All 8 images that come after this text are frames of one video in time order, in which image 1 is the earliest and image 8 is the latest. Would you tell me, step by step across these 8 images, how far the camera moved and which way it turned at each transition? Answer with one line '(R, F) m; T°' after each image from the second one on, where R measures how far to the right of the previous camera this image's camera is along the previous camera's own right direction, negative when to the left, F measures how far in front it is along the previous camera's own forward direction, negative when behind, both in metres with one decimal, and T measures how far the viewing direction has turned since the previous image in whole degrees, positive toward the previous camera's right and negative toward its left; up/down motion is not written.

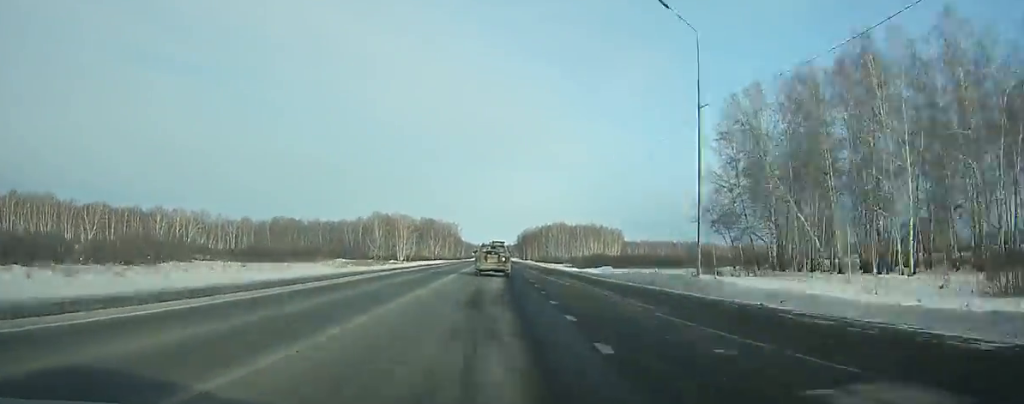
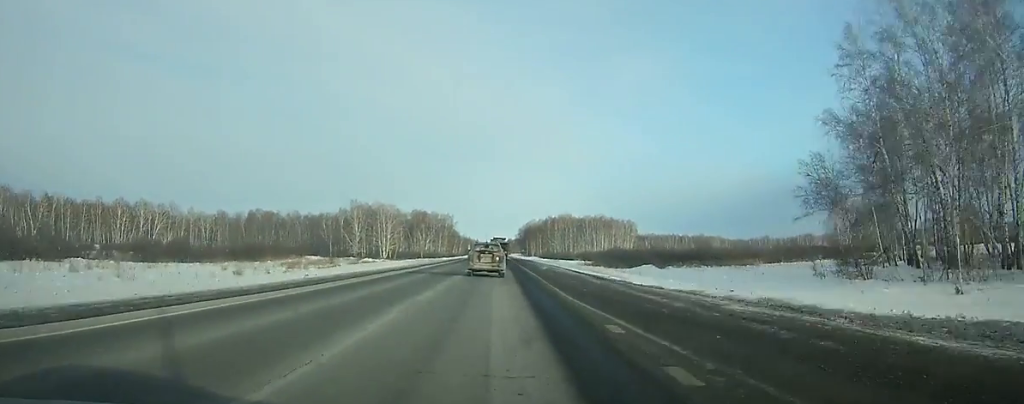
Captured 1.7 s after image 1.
(-0.1, +36.7) m; 0°
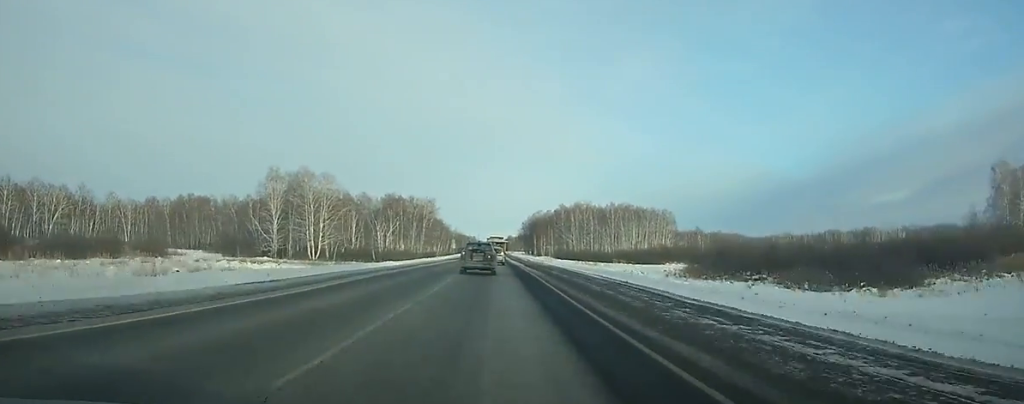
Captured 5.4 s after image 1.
(+0.2, +81.7) m; 0°
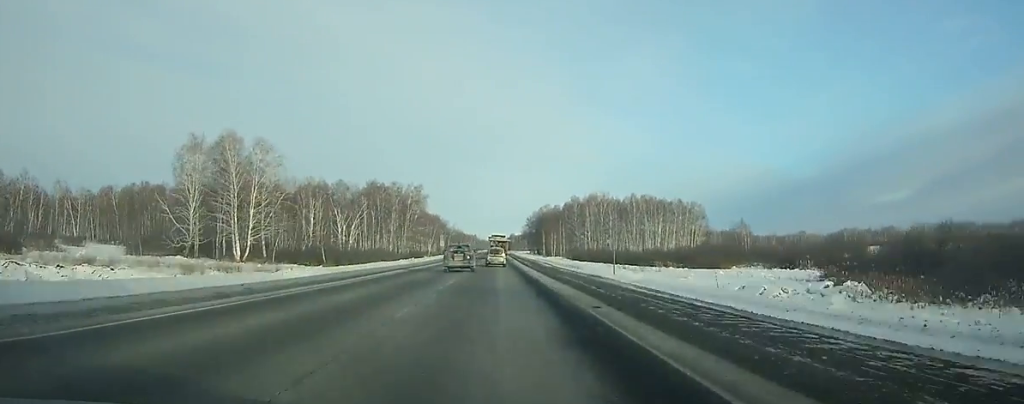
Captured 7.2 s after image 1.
(-0.1, +40.3) m; 0°
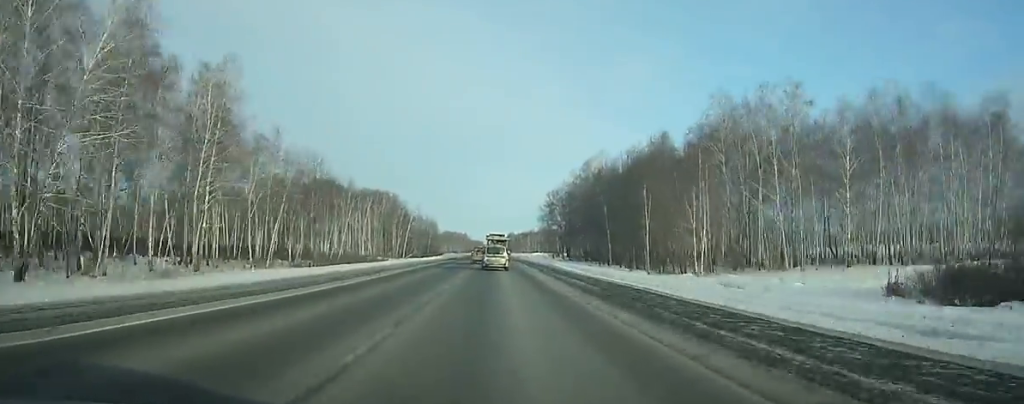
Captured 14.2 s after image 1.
(+1.3, +160.3) m; +1°
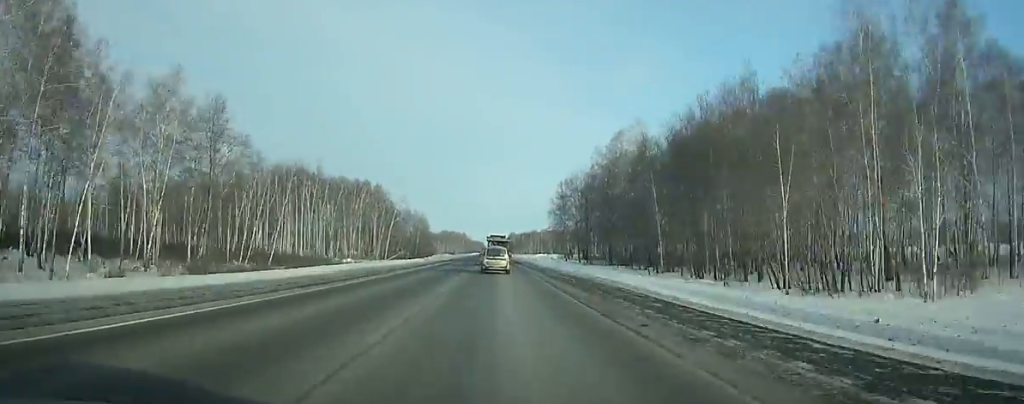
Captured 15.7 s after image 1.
(0.0, +34.3) m; 0°
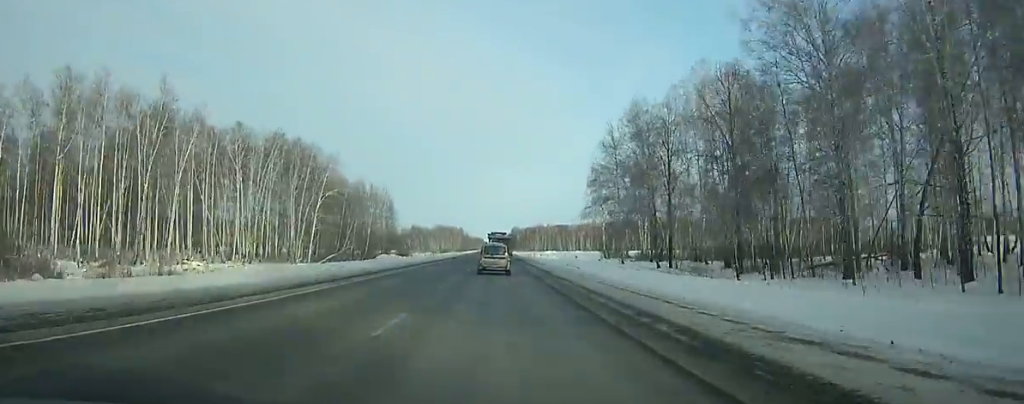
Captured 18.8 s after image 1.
(0.0, +70.2) m; 0°
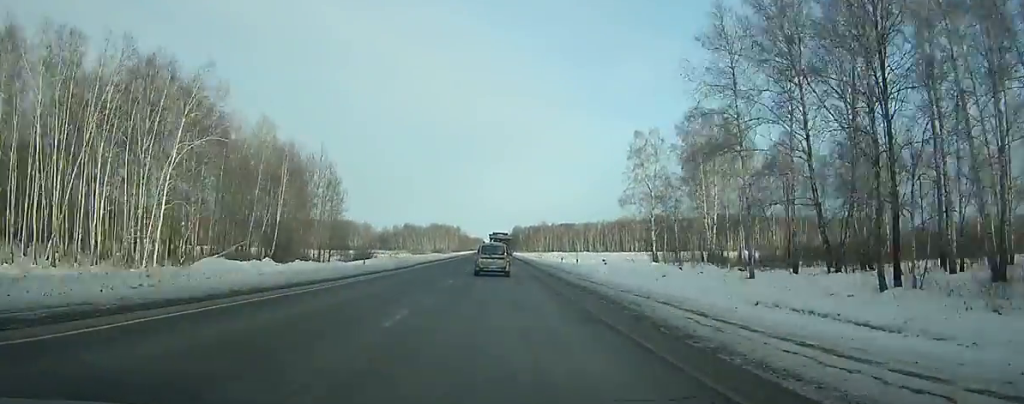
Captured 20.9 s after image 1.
(0.0, +46.7) m; 0°
